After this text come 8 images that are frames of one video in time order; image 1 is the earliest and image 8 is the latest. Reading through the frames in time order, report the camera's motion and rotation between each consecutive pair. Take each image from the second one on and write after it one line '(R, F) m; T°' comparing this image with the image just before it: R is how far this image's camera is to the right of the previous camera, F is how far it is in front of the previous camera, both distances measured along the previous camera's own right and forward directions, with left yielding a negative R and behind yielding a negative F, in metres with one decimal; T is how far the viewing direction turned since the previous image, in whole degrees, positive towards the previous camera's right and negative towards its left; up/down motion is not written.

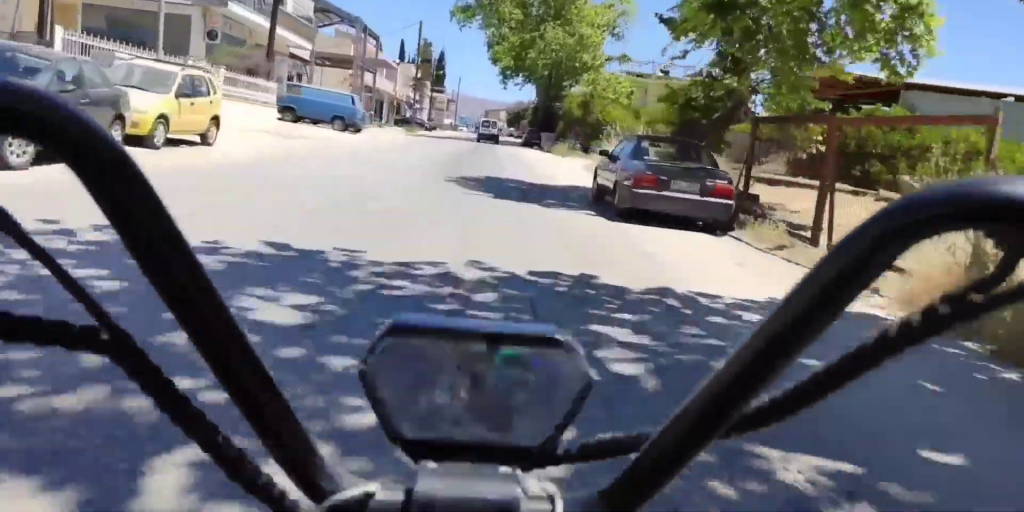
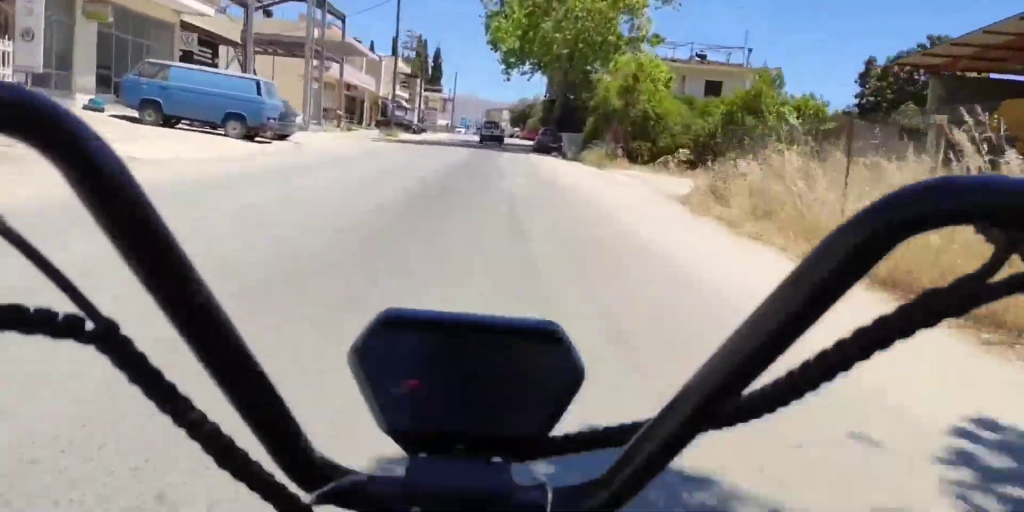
(+0.2, +15.4) m; -1°
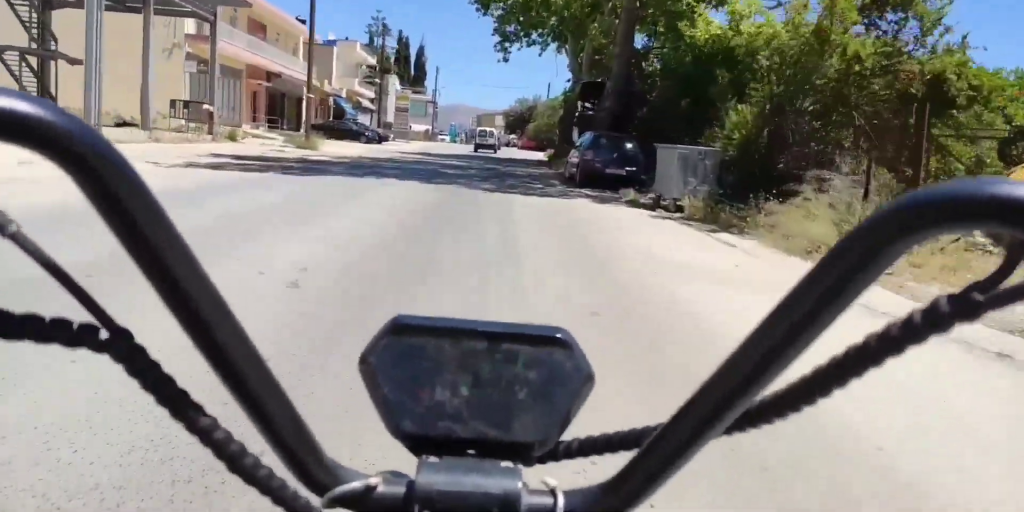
(-0.5, +23.6) m; 0°
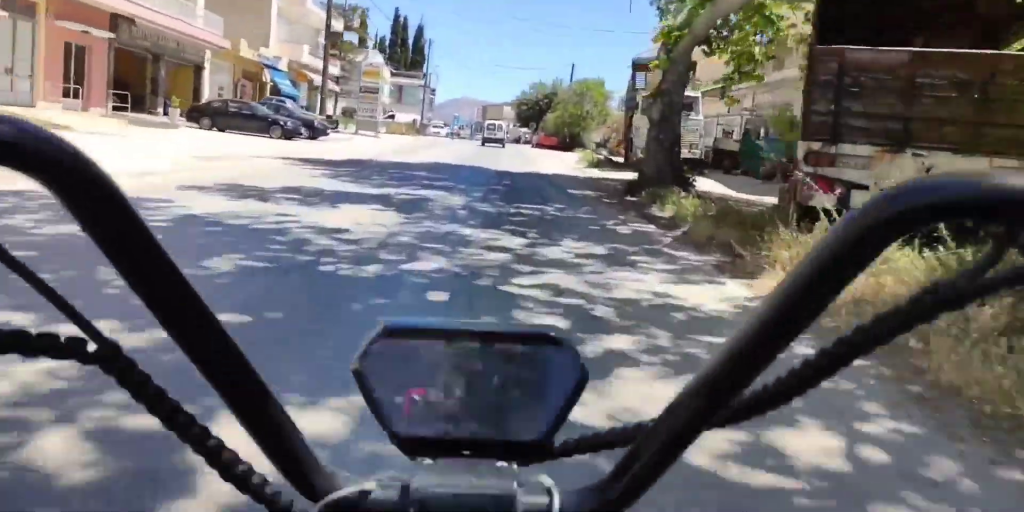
(+0.4, +20.6) m; 0°
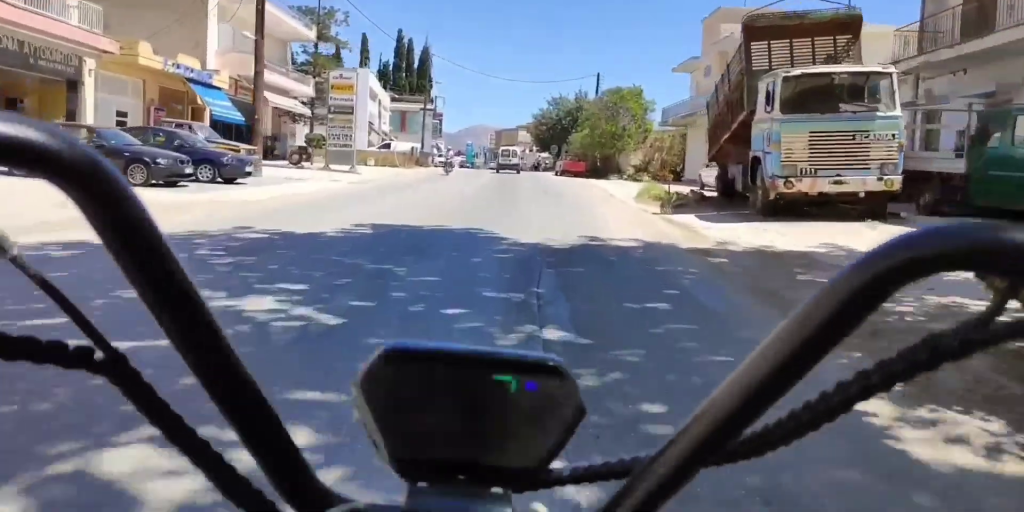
(-0.1, +12.3) m; 0°
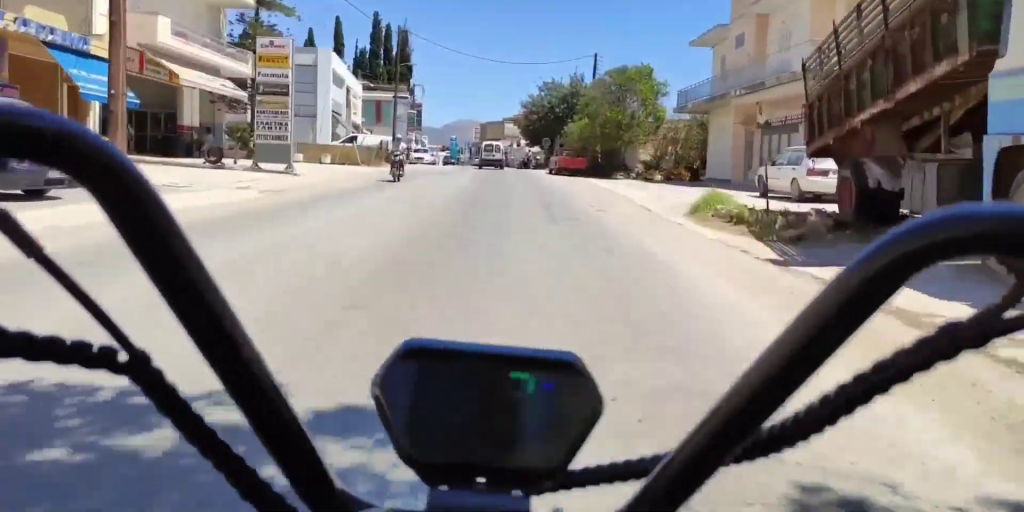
(-0.1, +8.2) m; +1°
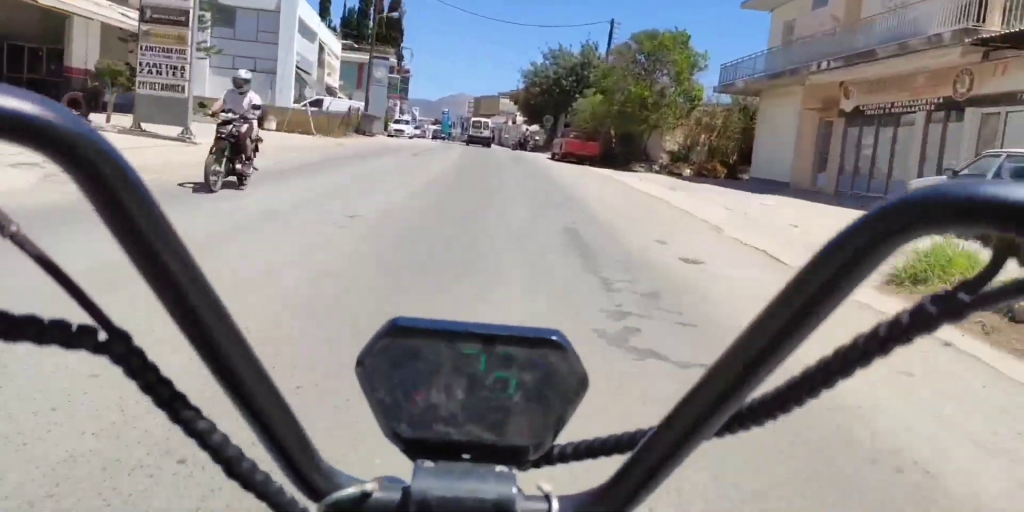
(+0.1, +8.1) m; 0°
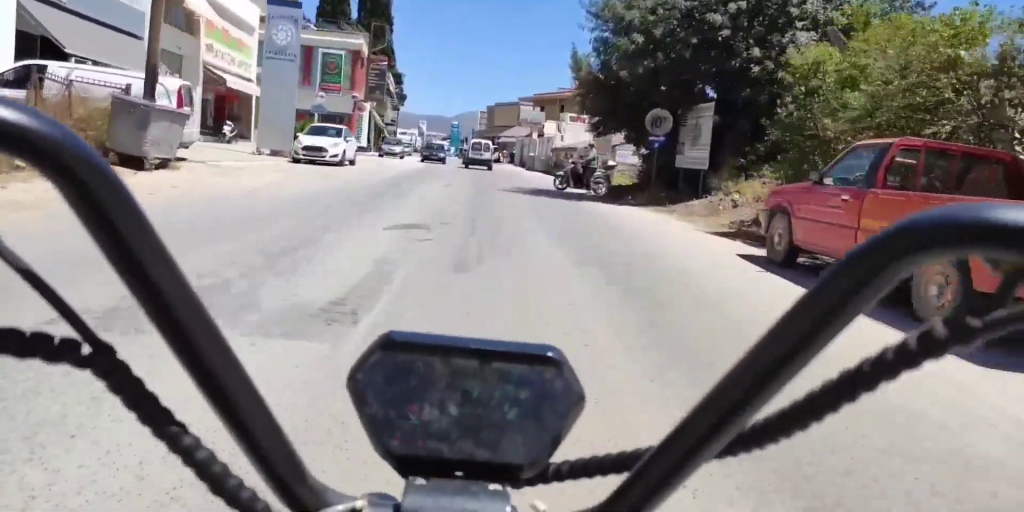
(-0.3, +28.5) m; -1°
